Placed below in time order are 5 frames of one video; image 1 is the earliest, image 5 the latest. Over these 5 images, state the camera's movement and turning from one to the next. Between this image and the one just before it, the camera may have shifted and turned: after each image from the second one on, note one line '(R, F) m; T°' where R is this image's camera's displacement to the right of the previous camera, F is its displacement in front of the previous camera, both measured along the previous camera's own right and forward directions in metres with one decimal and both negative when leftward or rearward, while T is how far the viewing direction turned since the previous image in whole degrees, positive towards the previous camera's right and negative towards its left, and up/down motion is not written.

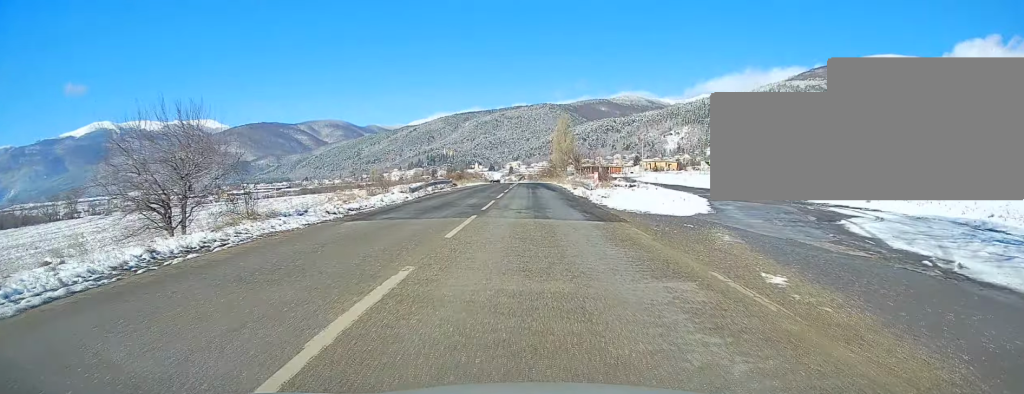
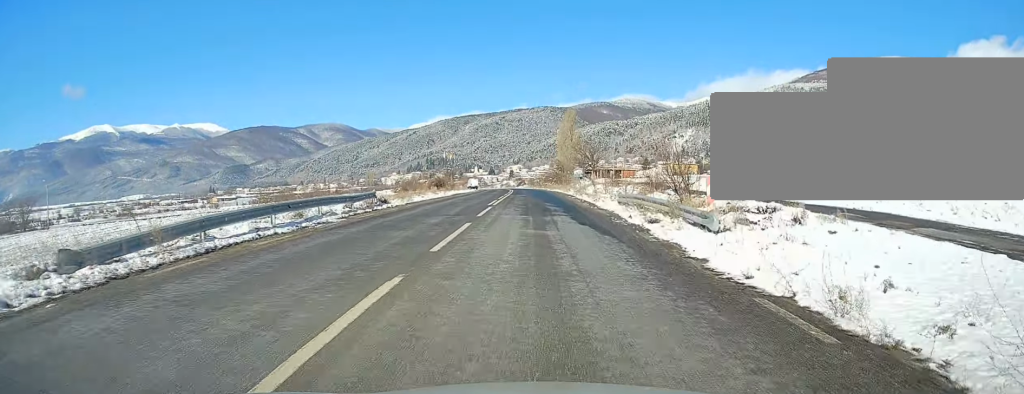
(+0.3, +28.0) m; 0°
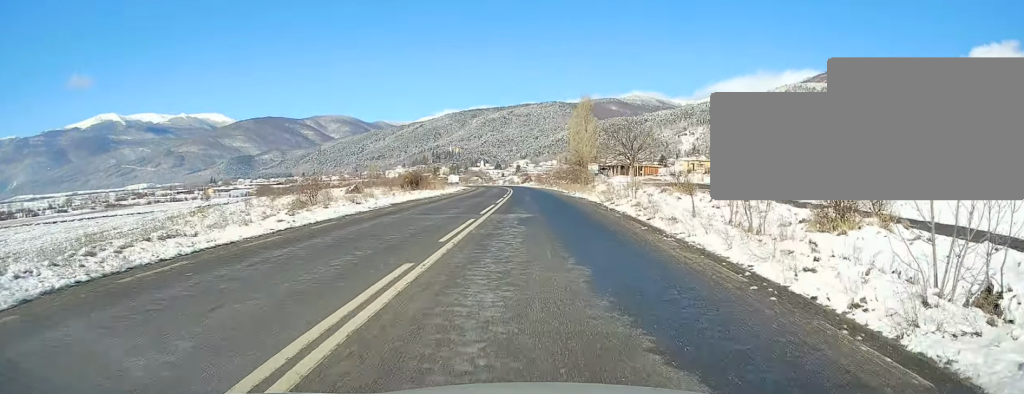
(-0.1, +24.5) m; -1°
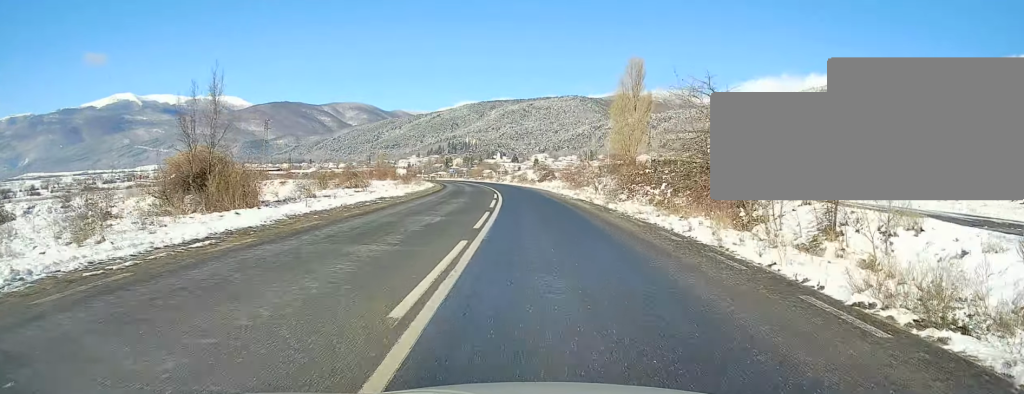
(-1.3, +49.4) m; -3°
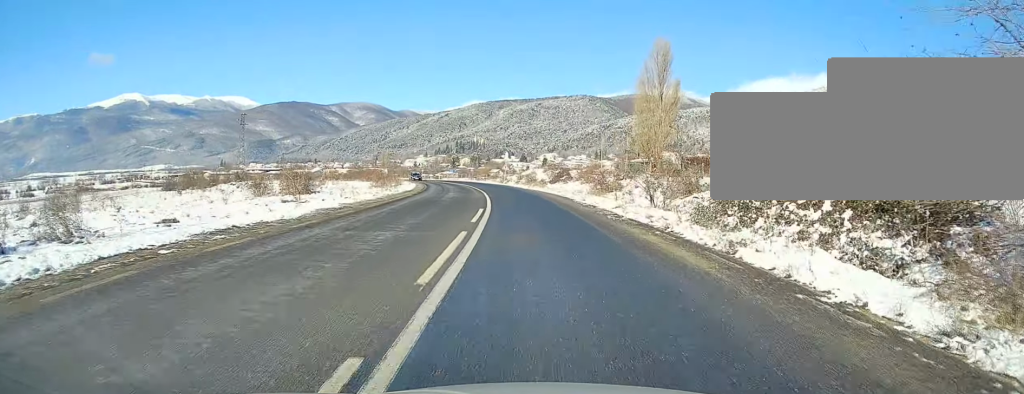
(0.0, +15.8) m; -1°
